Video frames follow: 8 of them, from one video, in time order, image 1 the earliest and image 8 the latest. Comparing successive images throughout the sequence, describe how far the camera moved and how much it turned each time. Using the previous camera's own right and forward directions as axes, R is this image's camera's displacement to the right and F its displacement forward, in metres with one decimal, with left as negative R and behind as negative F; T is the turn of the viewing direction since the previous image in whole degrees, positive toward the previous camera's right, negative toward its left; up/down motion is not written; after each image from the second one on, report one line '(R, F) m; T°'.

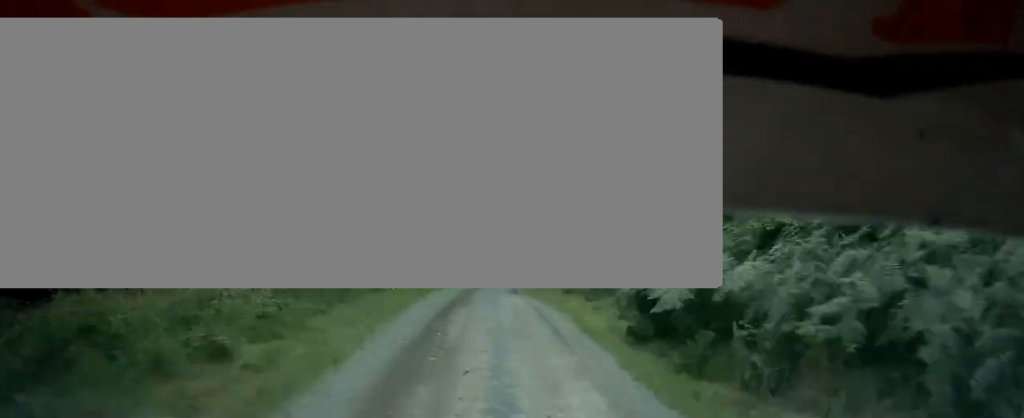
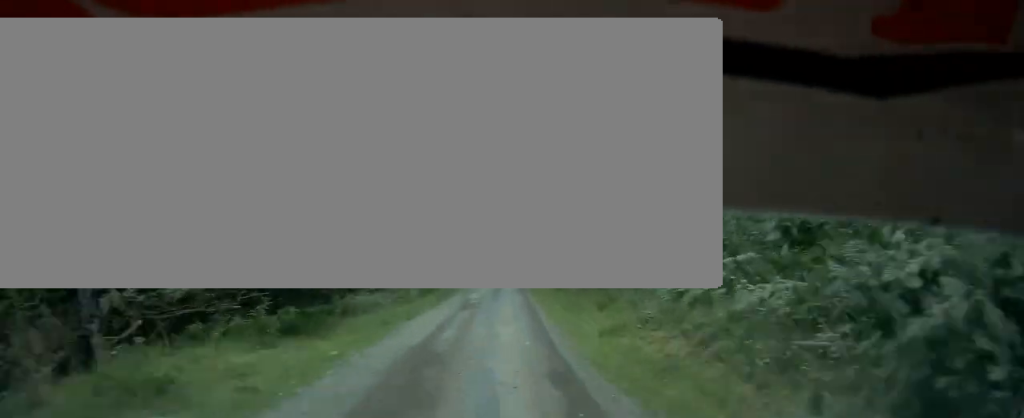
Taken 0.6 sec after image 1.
(+1.2, +22.3) m; +2°
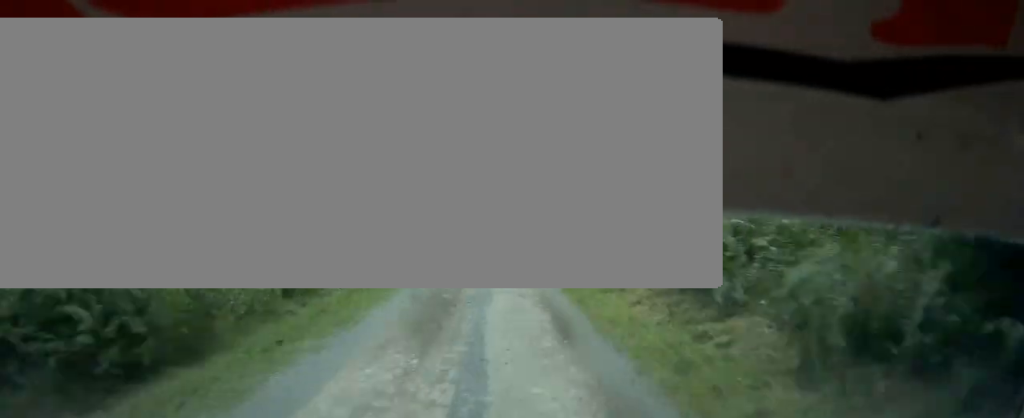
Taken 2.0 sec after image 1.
(+2.3, +53.2) m; +3°
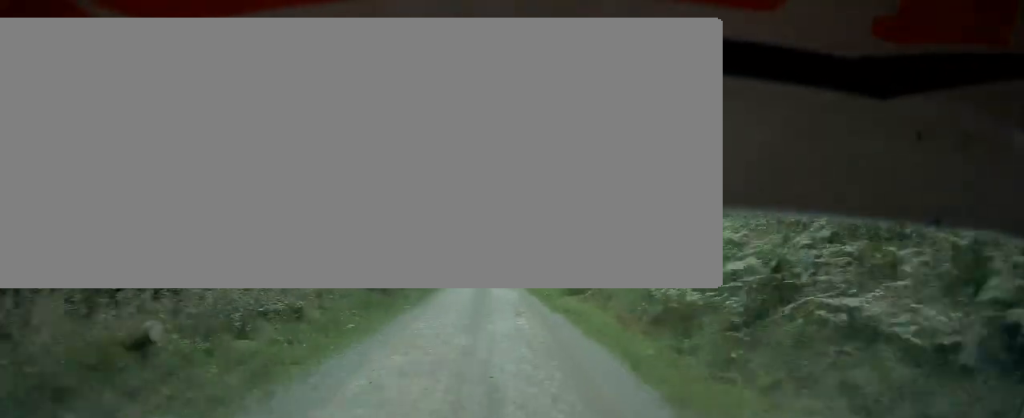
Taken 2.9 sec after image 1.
(0.0, +34.1) m; 0°
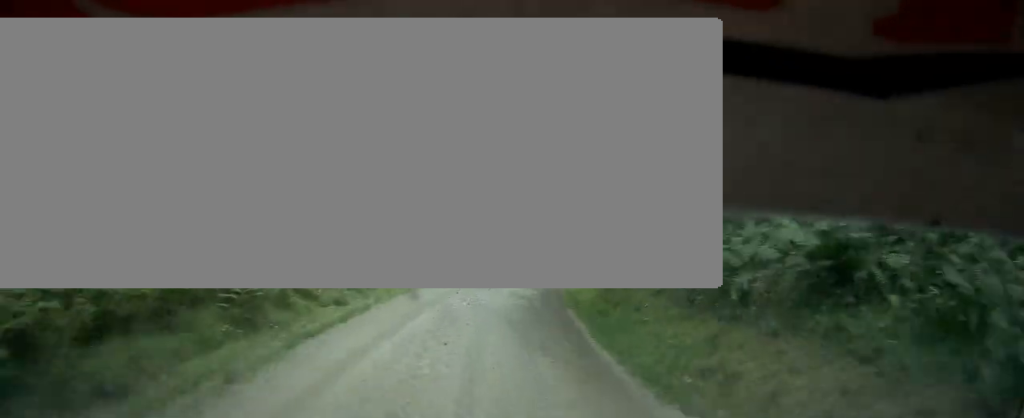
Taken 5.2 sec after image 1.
(+5.4, +70.9) m; +14°
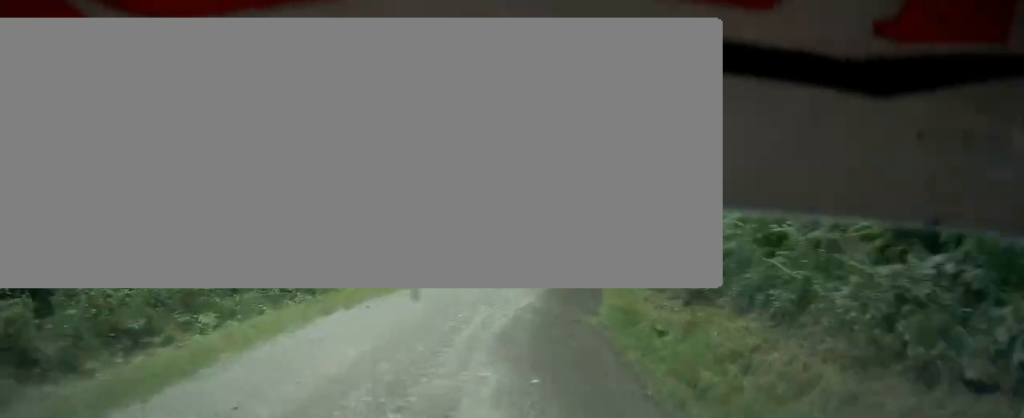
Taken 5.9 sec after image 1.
(+1.7, +20.5) m; +5°
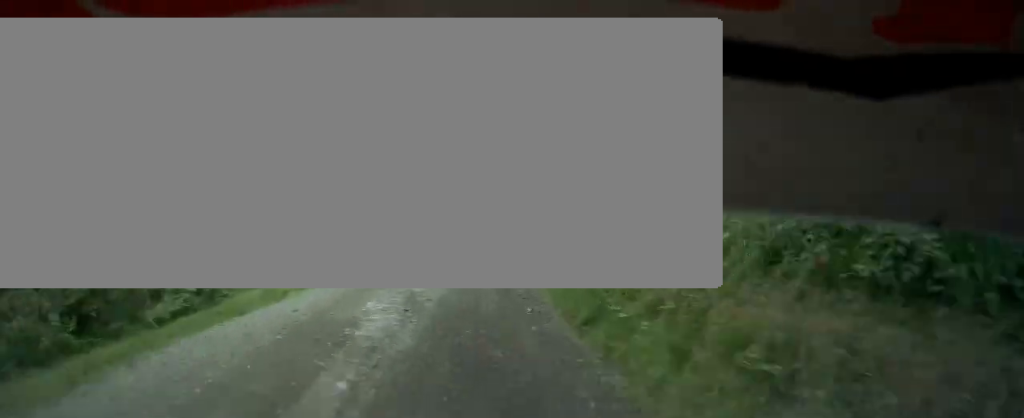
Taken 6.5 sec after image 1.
(+0.6, +16.4) m; +5°
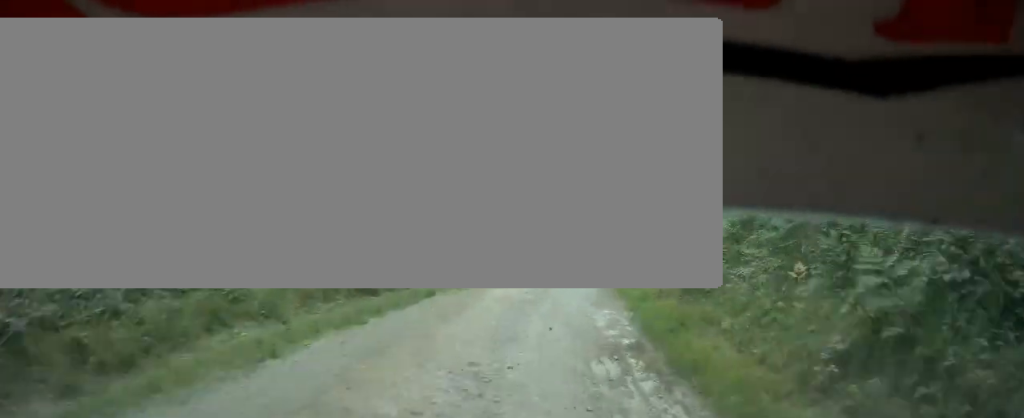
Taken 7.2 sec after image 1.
(-0.2, +20.0) m; +7°
